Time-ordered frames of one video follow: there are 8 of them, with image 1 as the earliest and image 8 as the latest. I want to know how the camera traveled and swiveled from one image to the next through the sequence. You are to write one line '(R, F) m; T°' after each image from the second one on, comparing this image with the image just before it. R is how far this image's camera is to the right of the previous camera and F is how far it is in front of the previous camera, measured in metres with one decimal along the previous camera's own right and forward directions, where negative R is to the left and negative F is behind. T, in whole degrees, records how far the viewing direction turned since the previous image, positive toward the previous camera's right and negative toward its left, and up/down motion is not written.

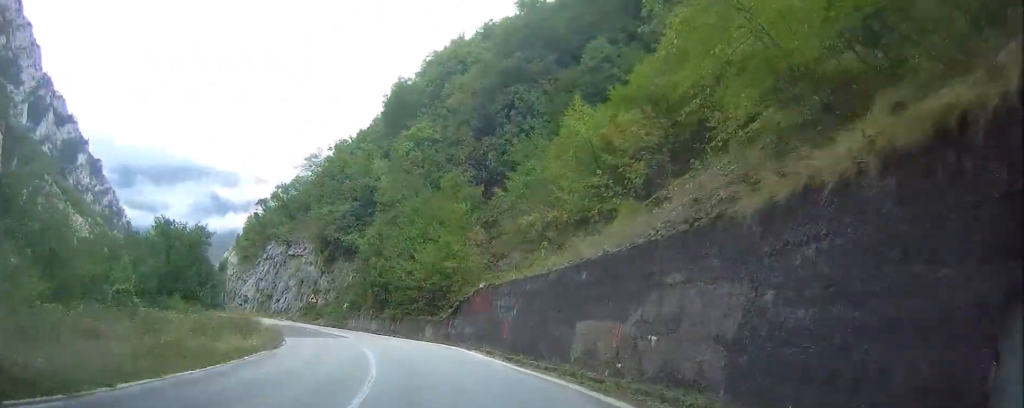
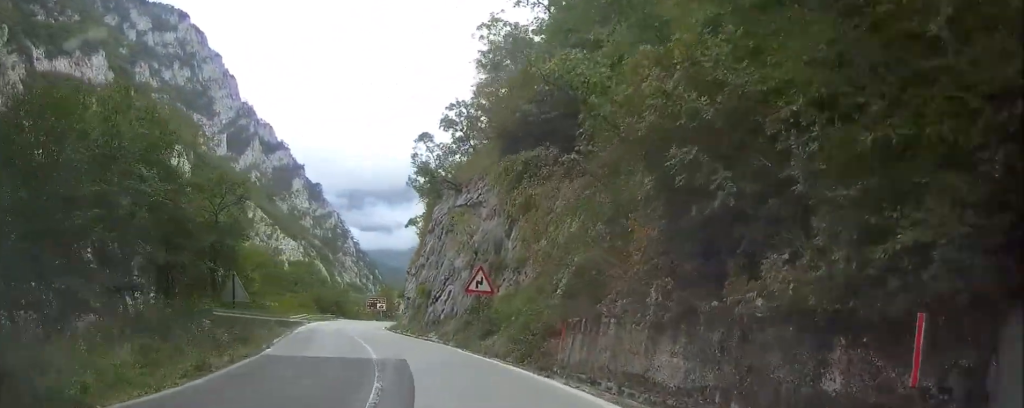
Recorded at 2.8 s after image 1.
(-10.8, +34.3) m; -24°
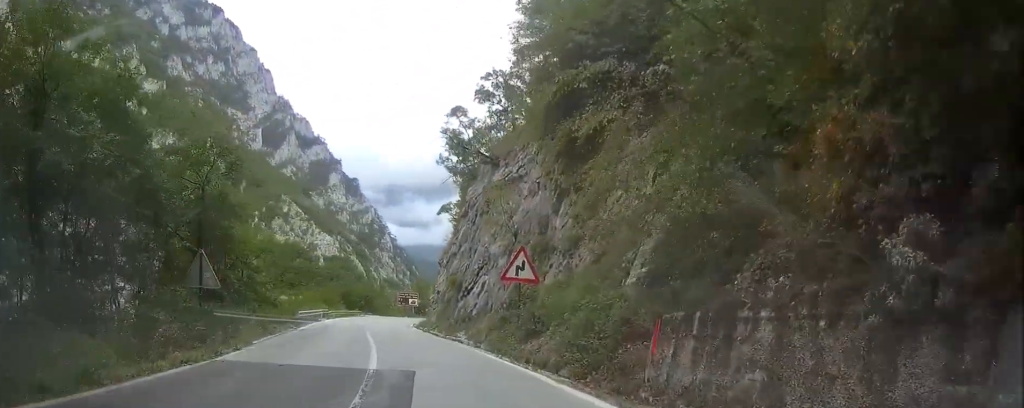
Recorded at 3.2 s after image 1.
(+1.2, +6.0) m; +1°
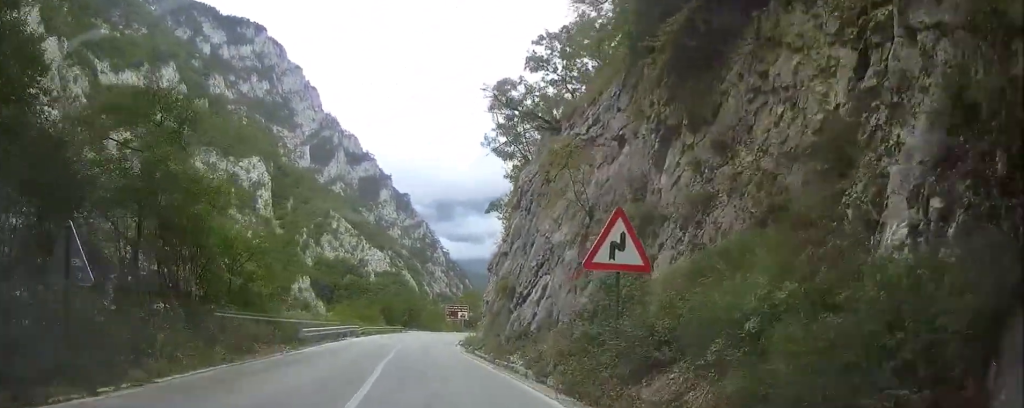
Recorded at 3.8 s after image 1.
(+1.8, +9.2) m; +2°
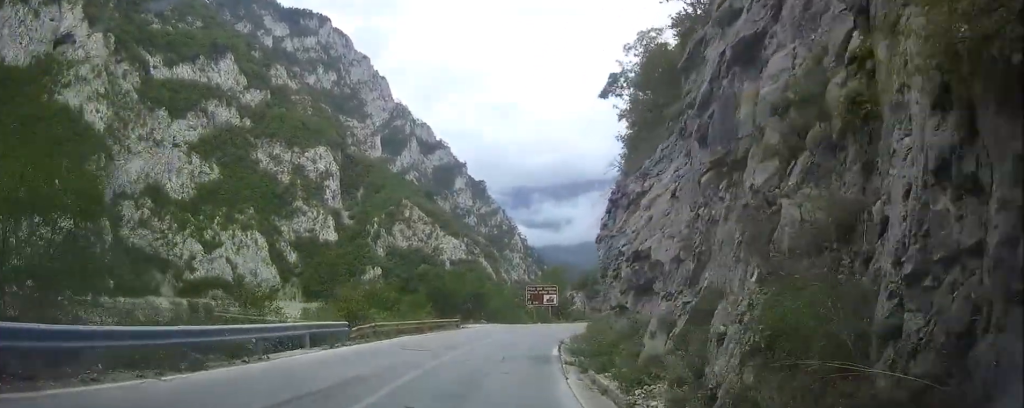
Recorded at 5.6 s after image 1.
(-5.5, +26.2) m; -15°
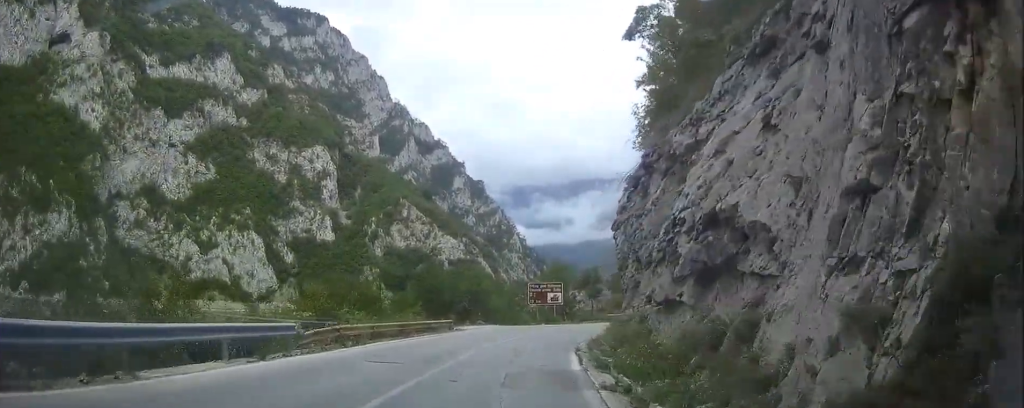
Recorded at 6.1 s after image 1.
(-0.1, +6.5) m; 0°
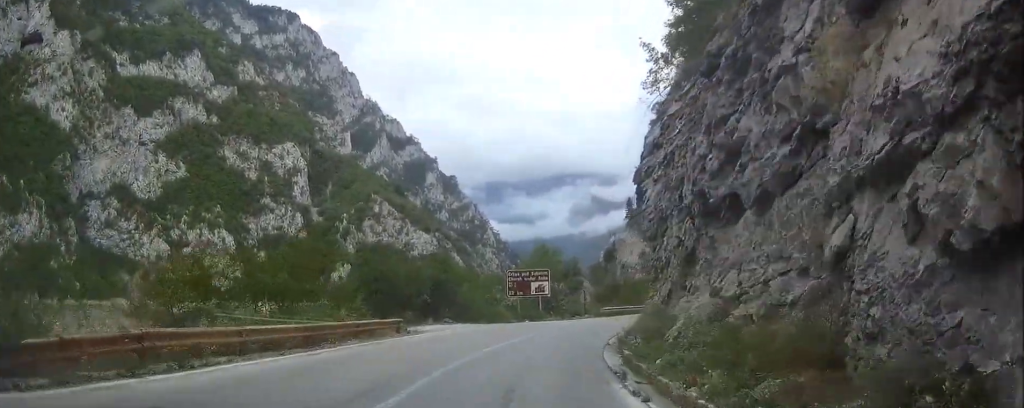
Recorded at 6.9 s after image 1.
(-0.1, +11.9) m; +1°
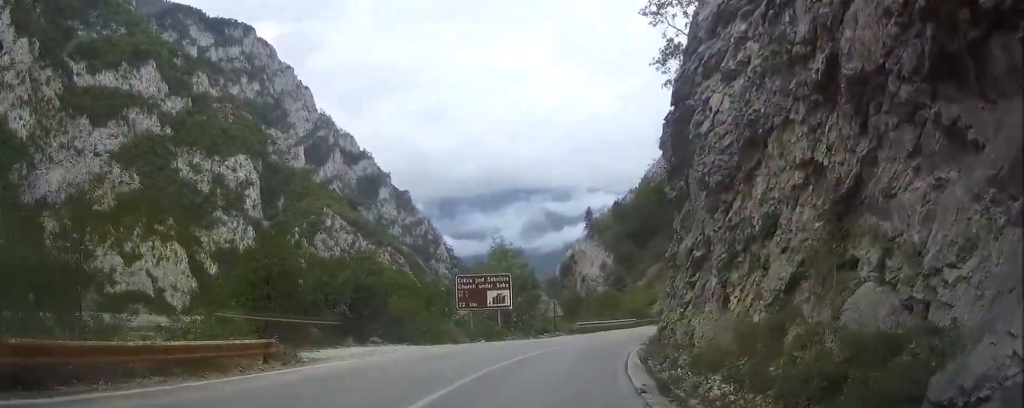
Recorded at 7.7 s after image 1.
(+0.3, +10.8) m; +4°
